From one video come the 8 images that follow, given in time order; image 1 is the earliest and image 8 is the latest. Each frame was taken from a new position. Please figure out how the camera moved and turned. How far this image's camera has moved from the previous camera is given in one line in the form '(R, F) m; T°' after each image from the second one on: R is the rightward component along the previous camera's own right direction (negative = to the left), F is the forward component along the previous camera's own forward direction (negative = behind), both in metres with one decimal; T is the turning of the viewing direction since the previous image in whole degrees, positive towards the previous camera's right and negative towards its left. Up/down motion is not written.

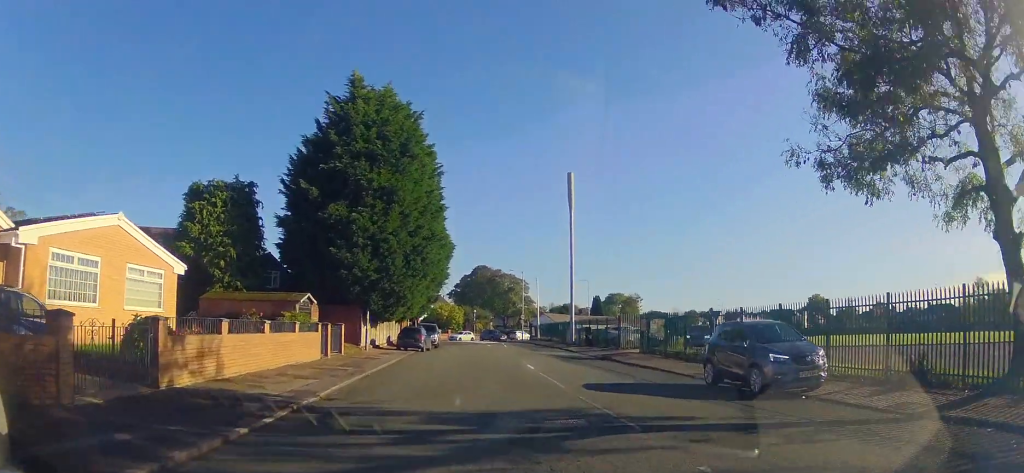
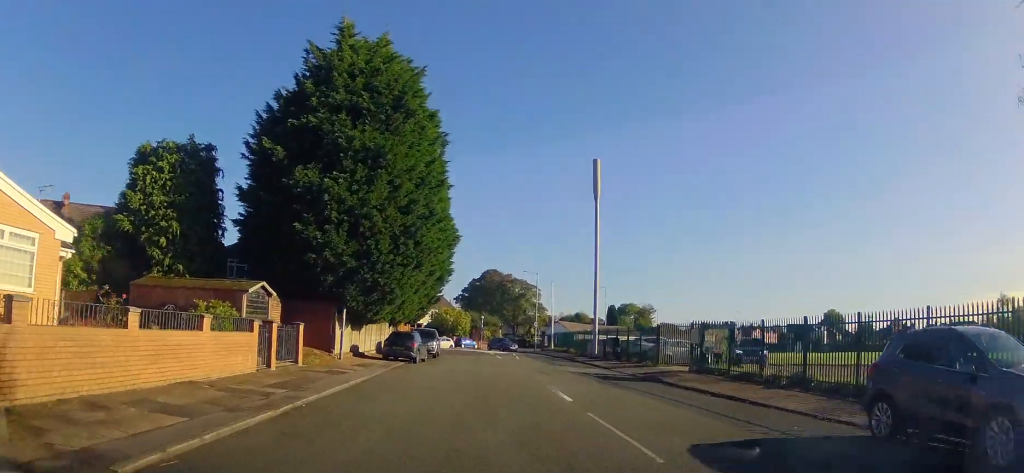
(0.0, +7.0) m; -3°
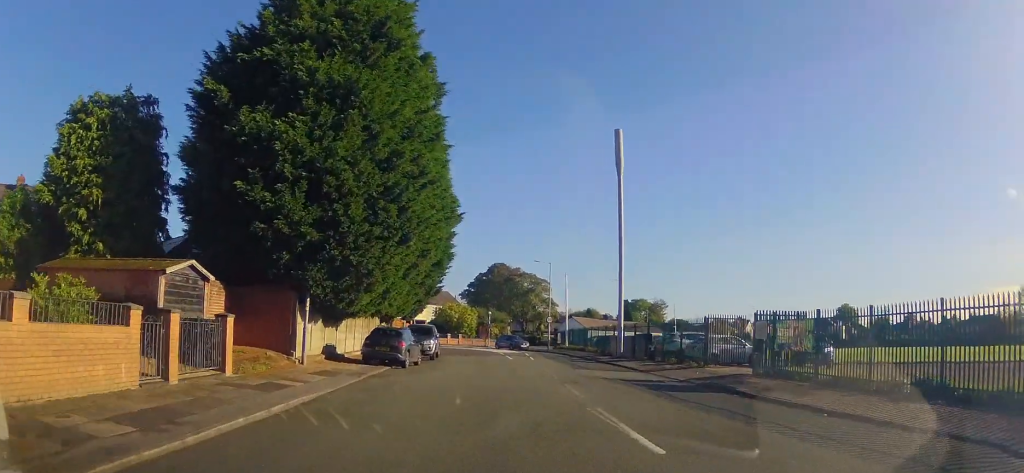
(-0.2, +6.0) m; -2°
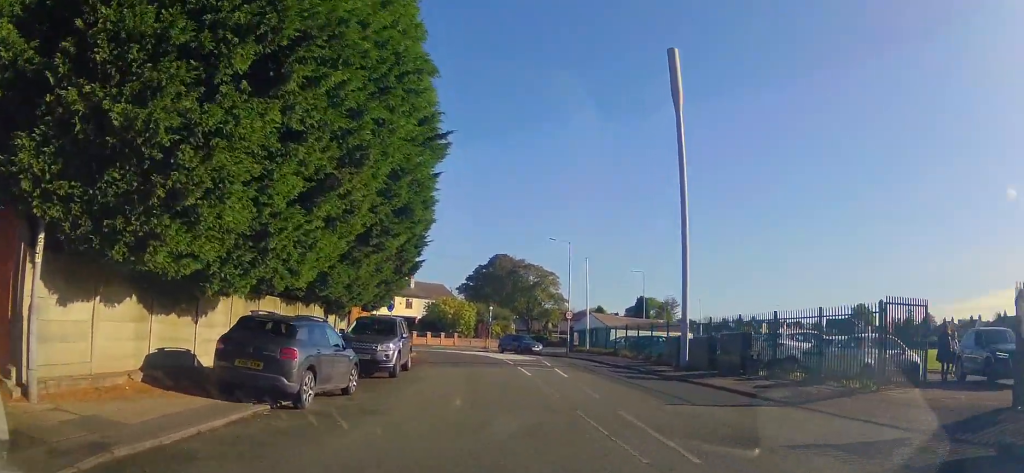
(+0.1, +12.1) m; +3°
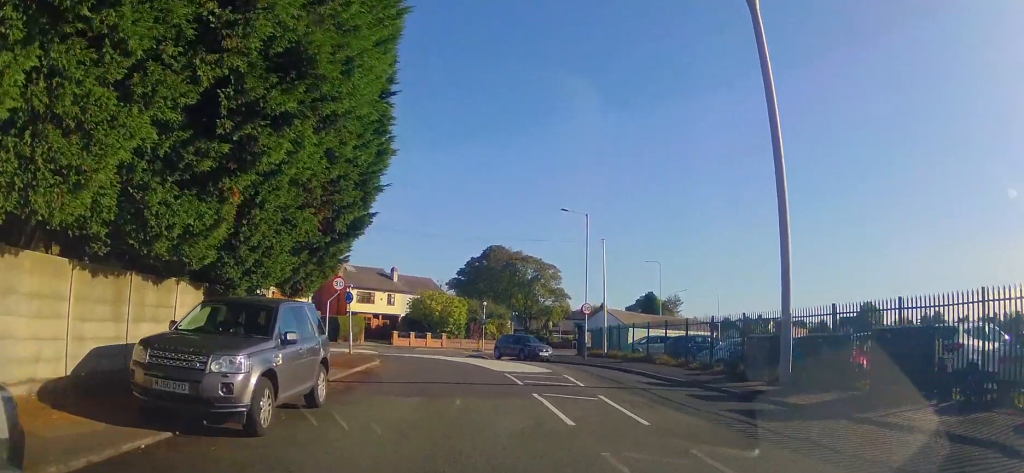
(+0.2, +9.6) m; 0°
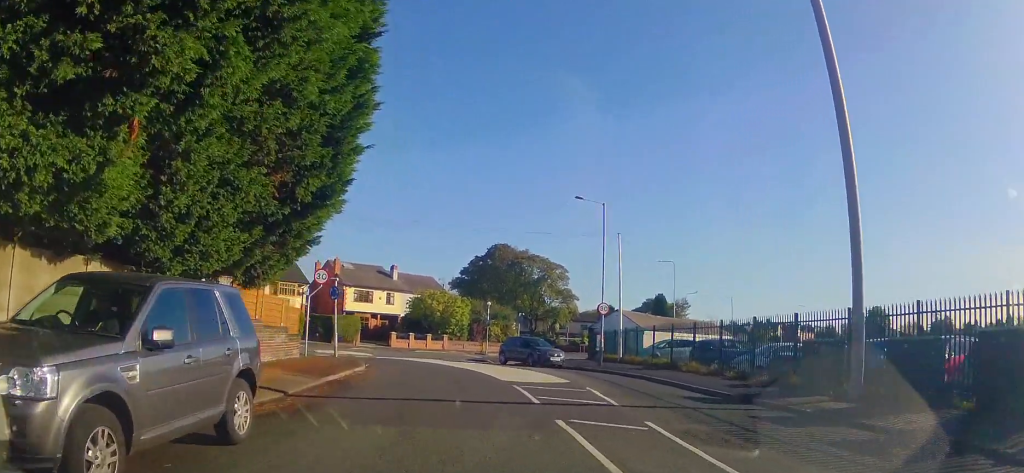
(0.0, +3.4) m; -1°
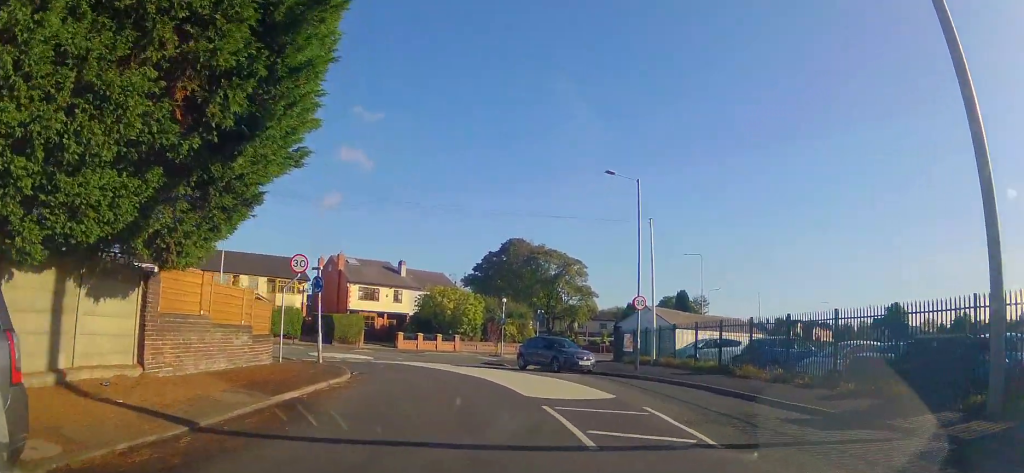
(-0.1, +4.3) m; -1°
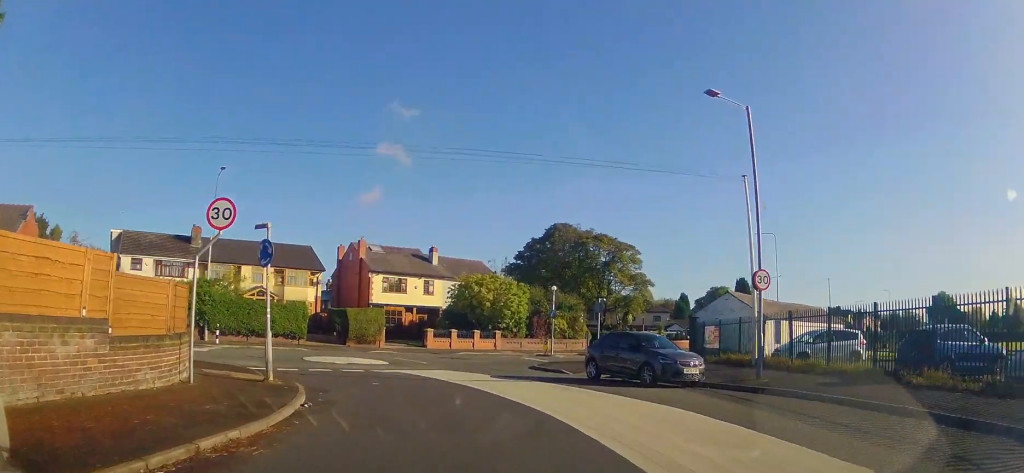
(-0.1, +8.4) m; -4°
